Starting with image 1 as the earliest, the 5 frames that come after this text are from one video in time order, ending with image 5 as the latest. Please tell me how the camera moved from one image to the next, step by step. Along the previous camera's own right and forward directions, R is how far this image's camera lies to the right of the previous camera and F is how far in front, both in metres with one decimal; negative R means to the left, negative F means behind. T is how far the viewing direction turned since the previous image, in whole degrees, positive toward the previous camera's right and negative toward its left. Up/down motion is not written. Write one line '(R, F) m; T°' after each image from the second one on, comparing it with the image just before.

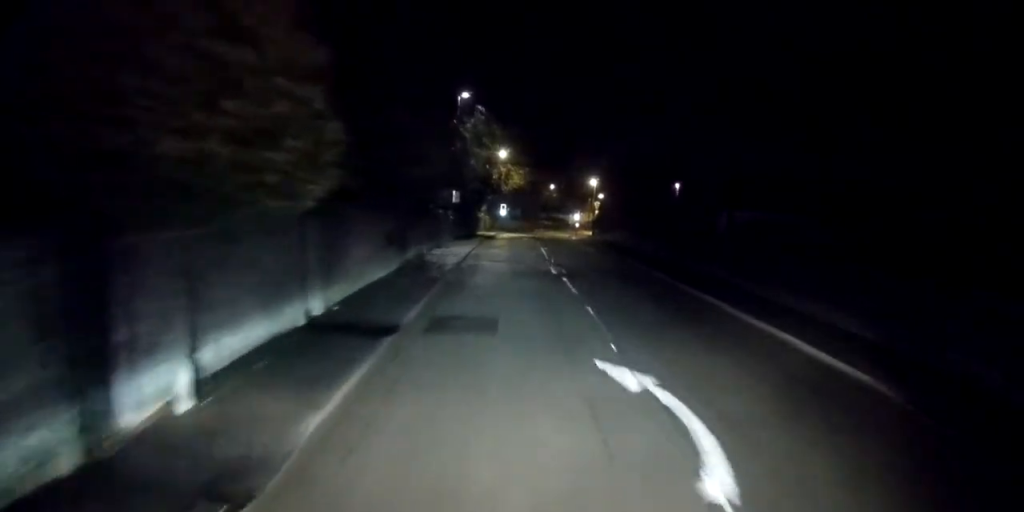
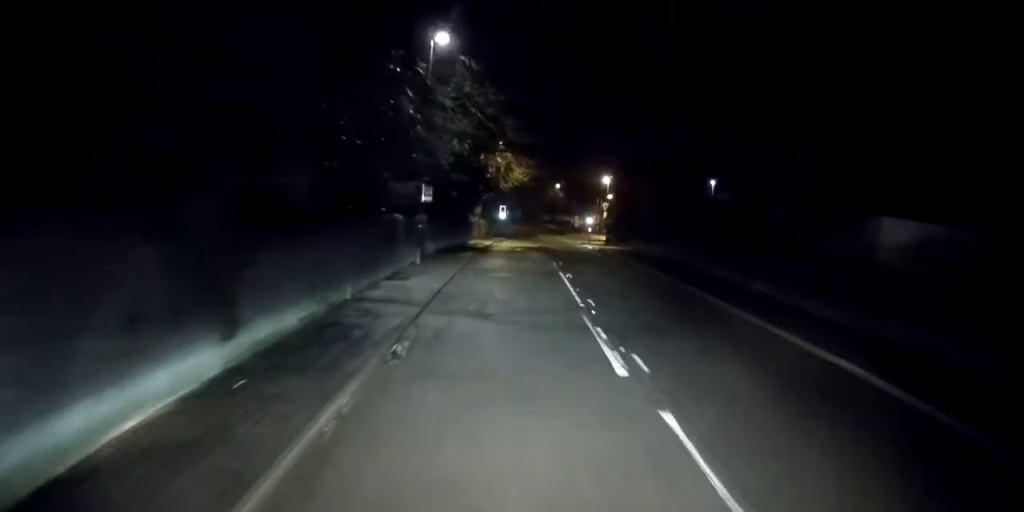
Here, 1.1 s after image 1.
(0.0, +13.6) m; 0°
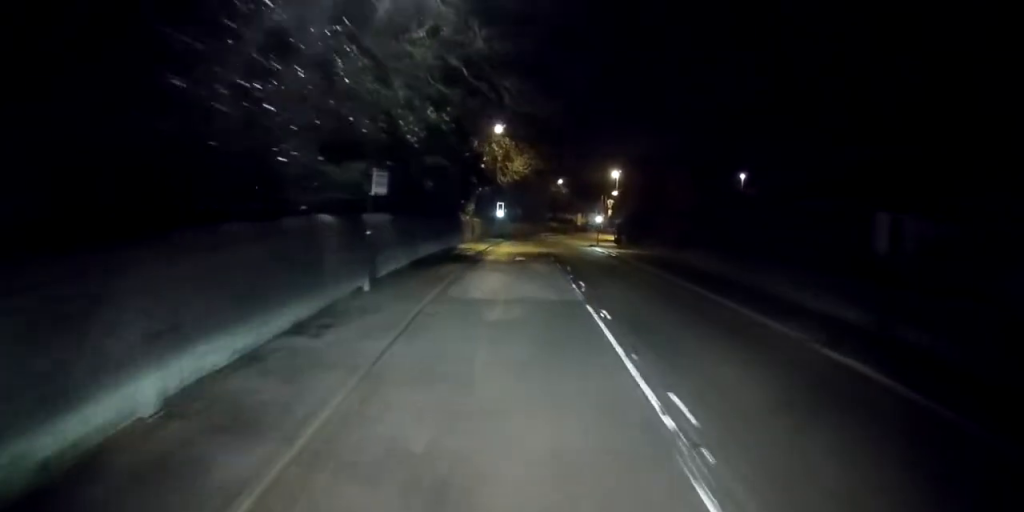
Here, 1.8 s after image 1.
(0.0, +8.5) m; 0°
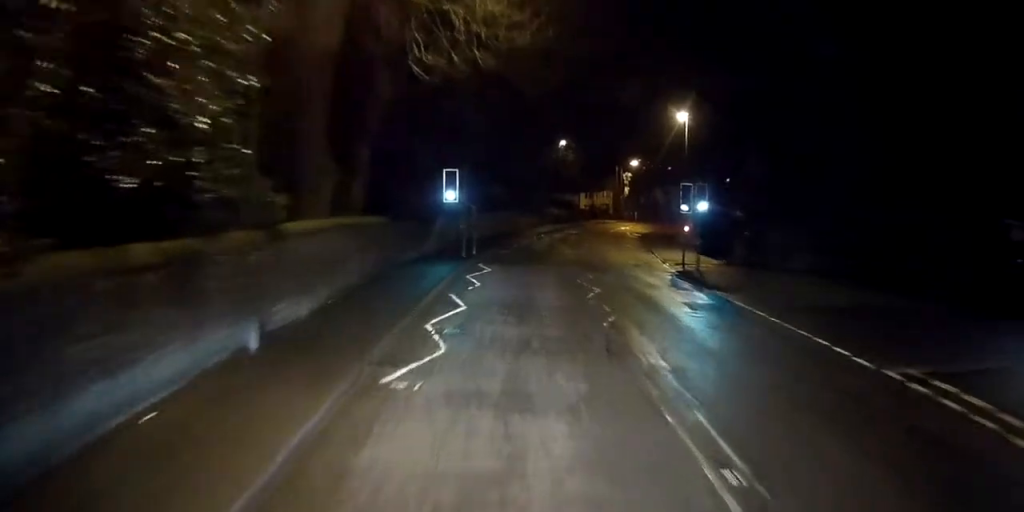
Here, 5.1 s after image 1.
(0.0, +38.5) m; +1°
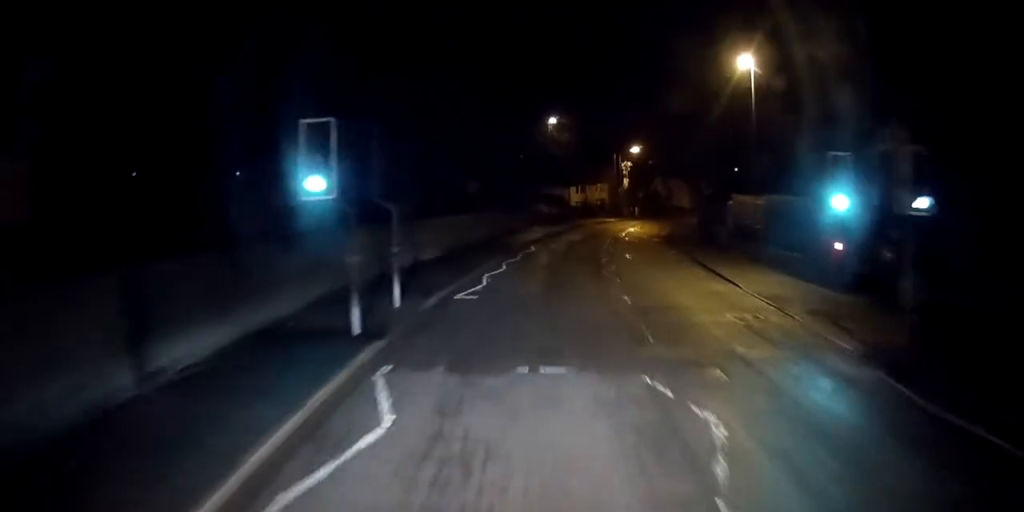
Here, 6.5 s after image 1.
(+0.5, +15.3) m; +3°
